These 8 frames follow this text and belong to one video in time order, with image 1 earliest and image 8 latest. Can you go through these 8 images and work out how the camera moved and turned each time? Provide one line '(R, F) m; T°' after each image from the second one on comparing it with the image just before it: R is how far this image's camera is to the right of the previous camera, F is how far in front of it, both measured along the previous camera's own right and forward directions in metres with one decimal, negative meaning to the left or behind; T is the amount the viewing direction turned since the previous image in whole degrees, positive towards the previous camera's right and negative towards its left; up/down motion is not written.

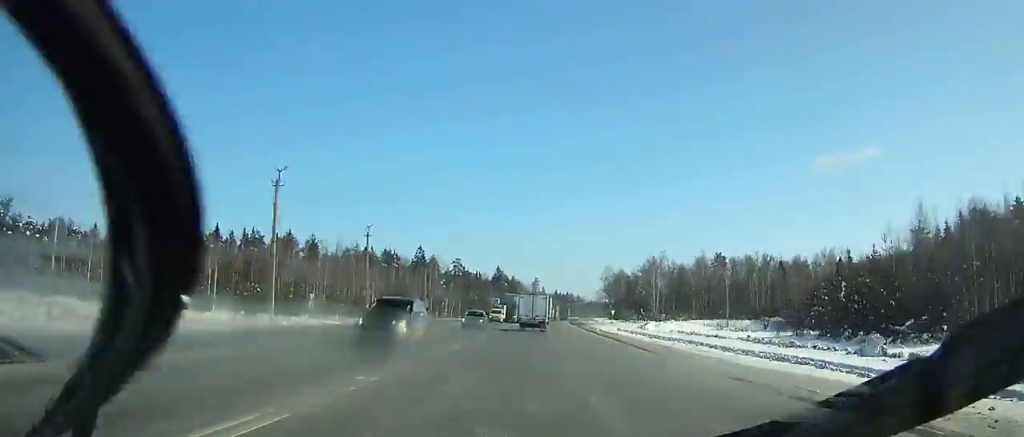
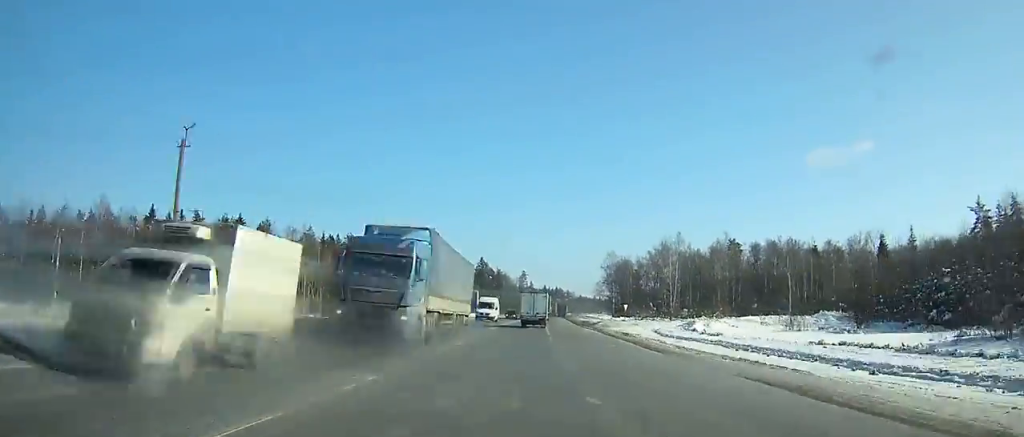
(+0.4, +32.9) m; +1°
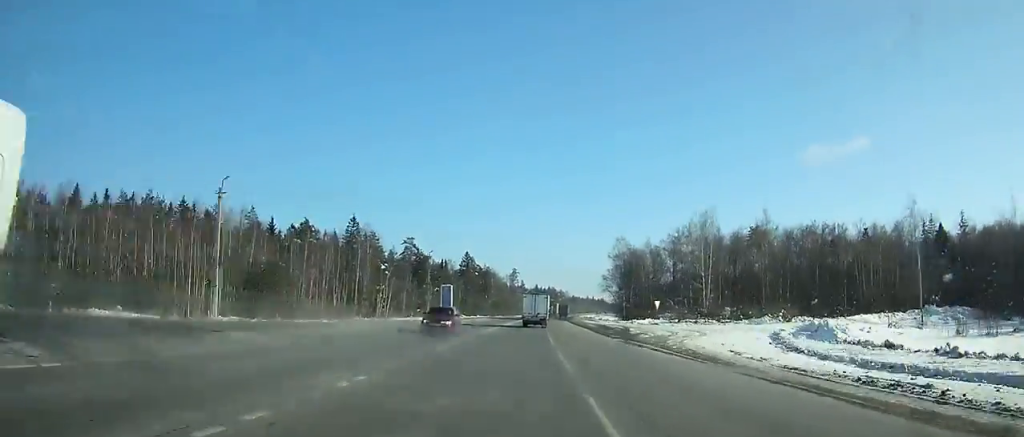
(+0.3, +31.2) m; +1°
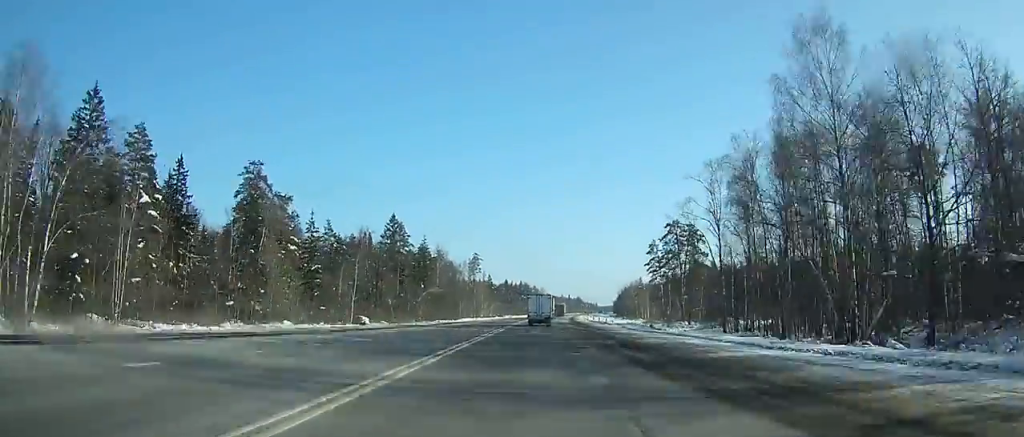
(+2.2, +99.2) m; +3°
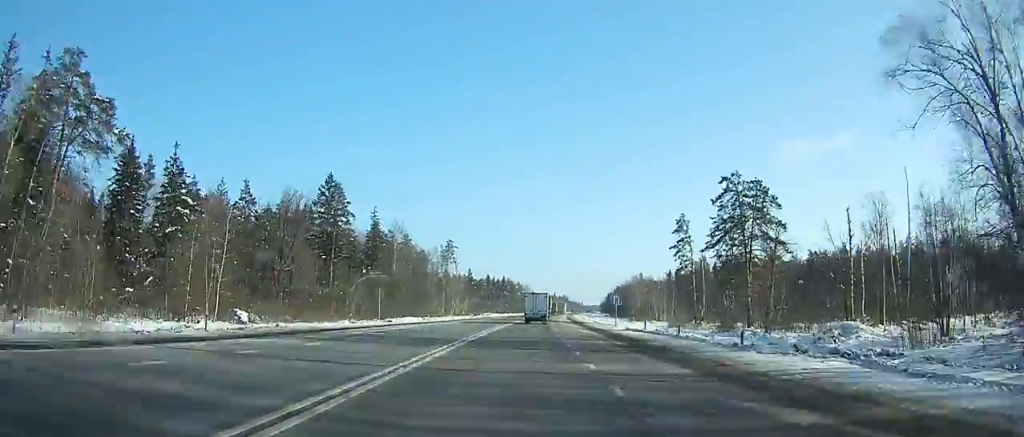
(+0.8, +45.2) m; +1°
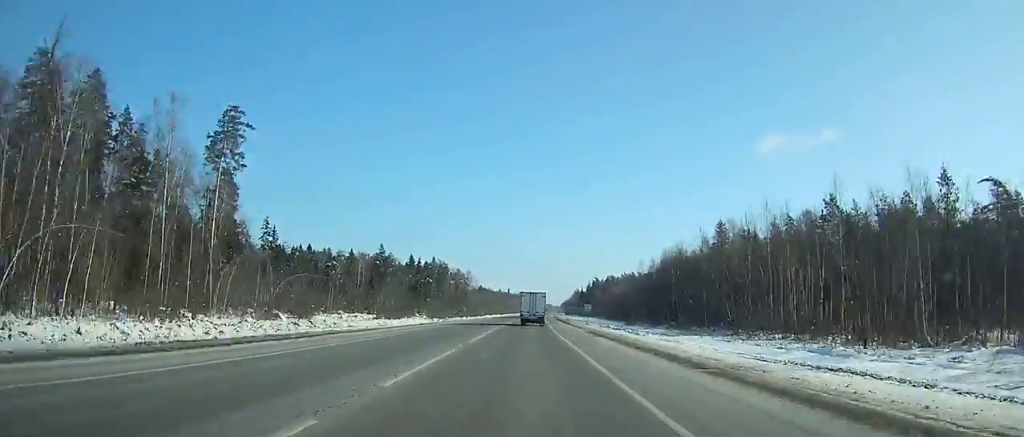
(+7.0, +163.4) m; +4°
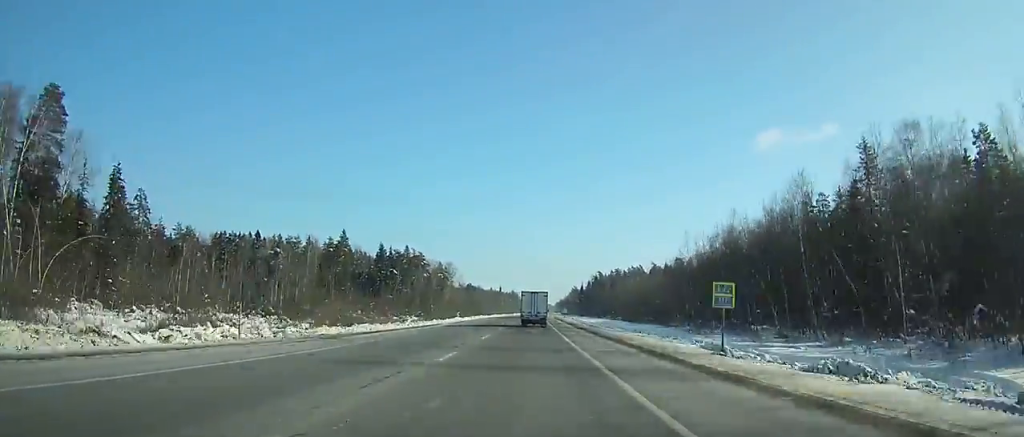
(+0.5, +56.2) m; +1°
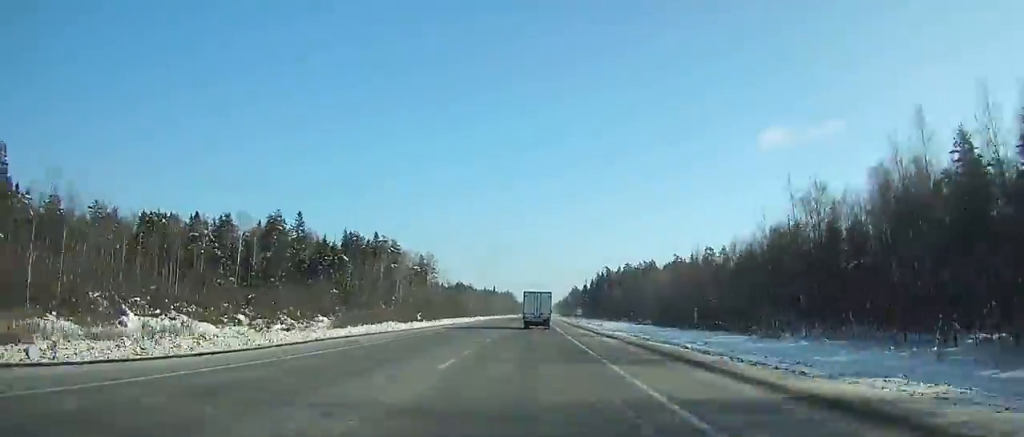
(+0.2, +49.3) m; +1°
